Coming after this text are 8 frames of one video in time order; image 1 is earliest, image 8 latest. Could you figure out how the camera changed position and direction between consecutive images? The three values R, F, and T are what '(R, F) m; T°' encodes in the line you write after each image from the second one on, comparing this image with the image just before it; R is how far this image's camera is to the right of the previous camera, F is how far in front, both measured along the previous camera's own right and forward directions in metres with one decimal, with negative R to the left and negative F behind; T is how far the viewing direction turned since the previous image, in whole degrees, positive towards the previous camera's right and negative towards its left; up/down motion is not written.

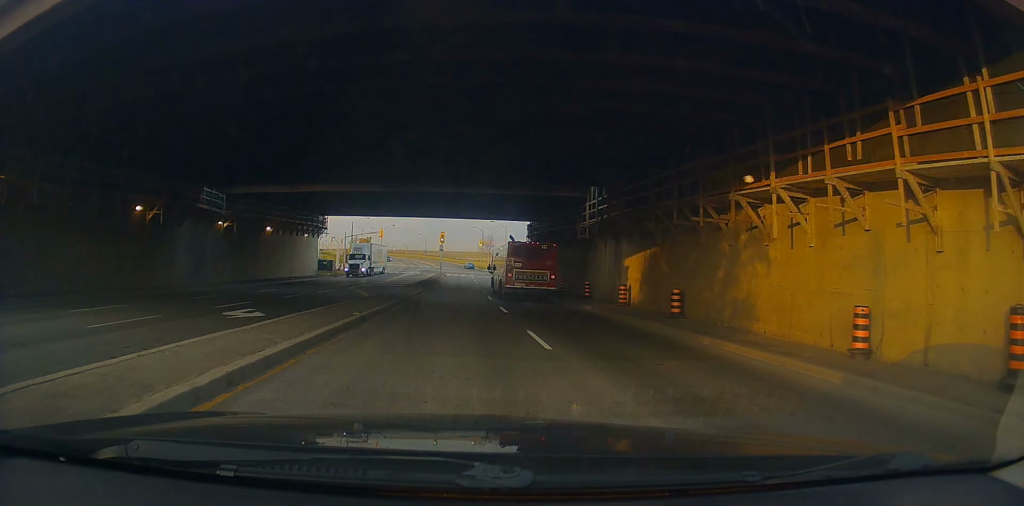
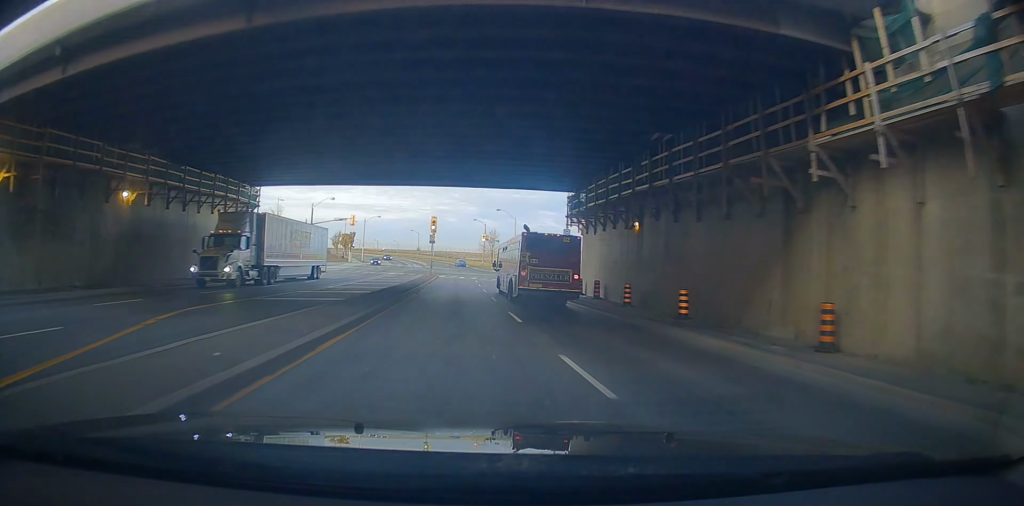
(+0.2, +22.4) m; +1°
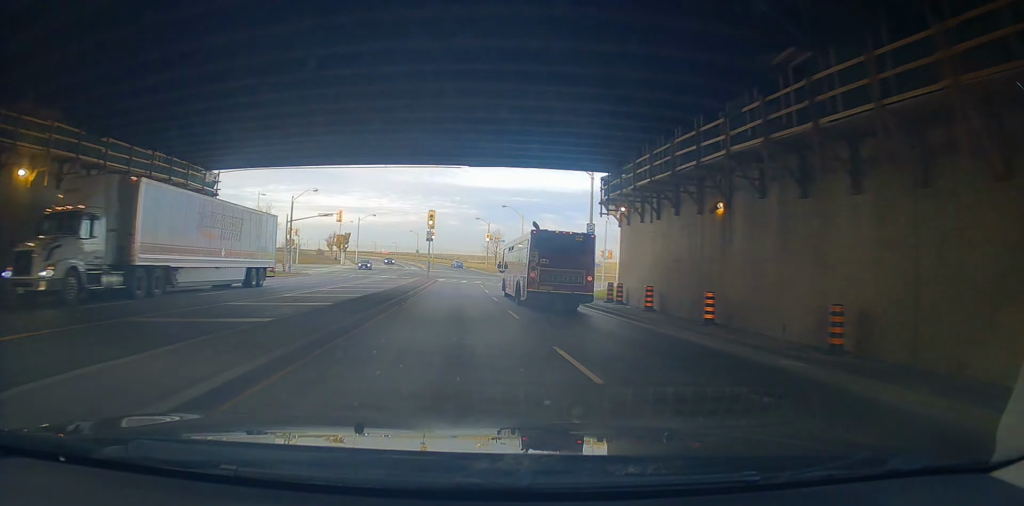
(0.0, +8.2) m; 0°
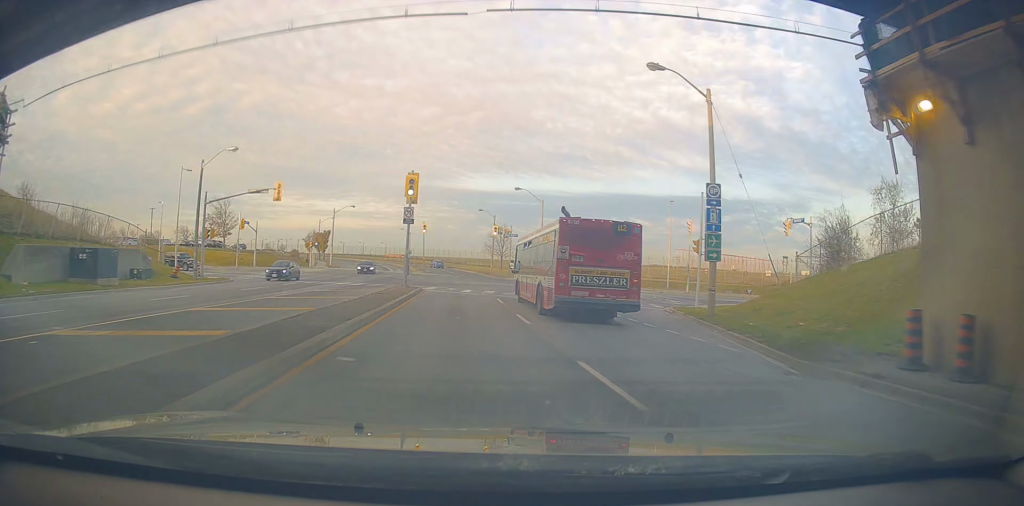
(0.0, +20.0) m; 0°
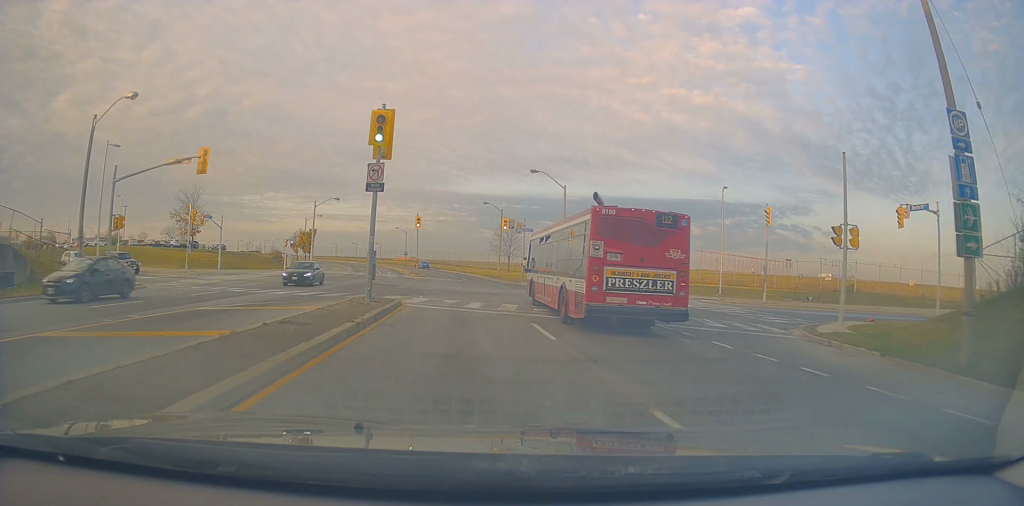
(+0.1, +12.6) m; -2°
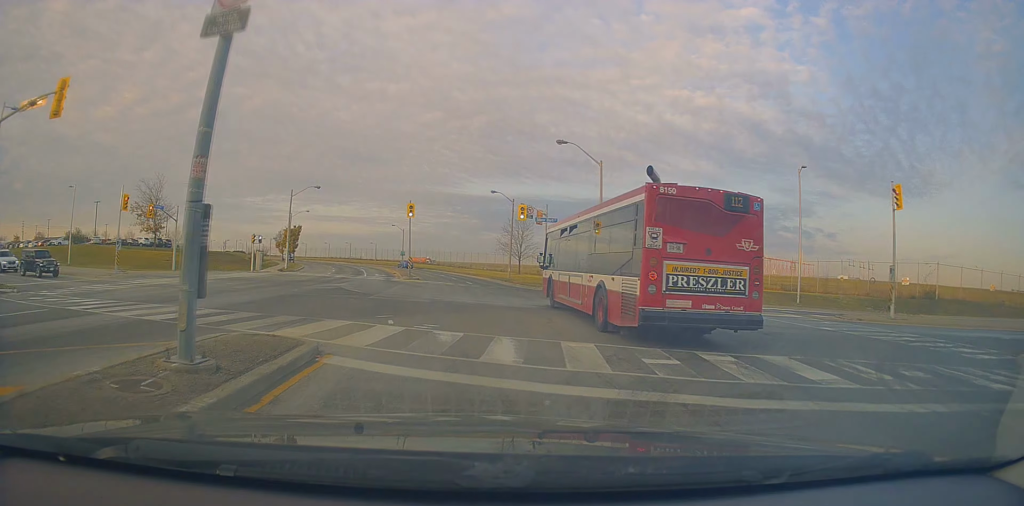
(-0.3, +12.4) m; -1°
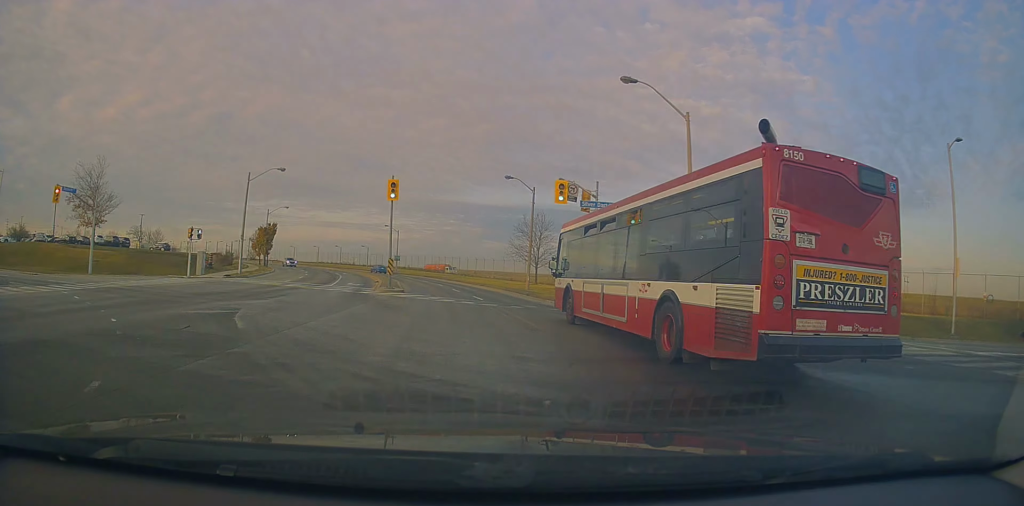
(-0.1, +15.4) m; -1°
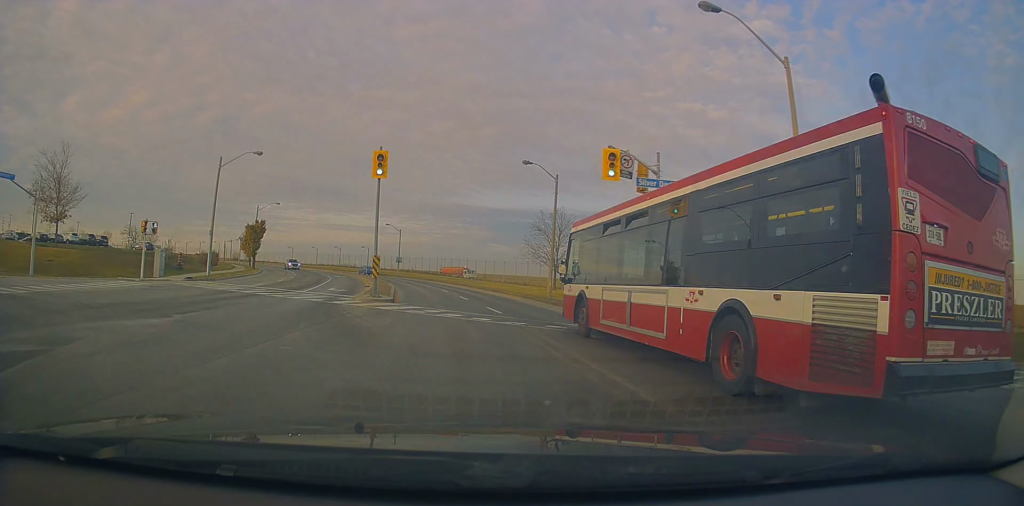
(+0.1, +8.3) m; 0°
